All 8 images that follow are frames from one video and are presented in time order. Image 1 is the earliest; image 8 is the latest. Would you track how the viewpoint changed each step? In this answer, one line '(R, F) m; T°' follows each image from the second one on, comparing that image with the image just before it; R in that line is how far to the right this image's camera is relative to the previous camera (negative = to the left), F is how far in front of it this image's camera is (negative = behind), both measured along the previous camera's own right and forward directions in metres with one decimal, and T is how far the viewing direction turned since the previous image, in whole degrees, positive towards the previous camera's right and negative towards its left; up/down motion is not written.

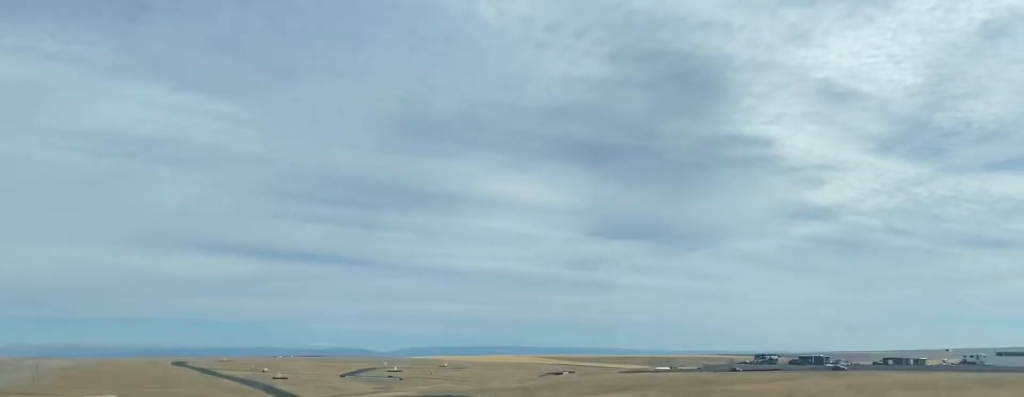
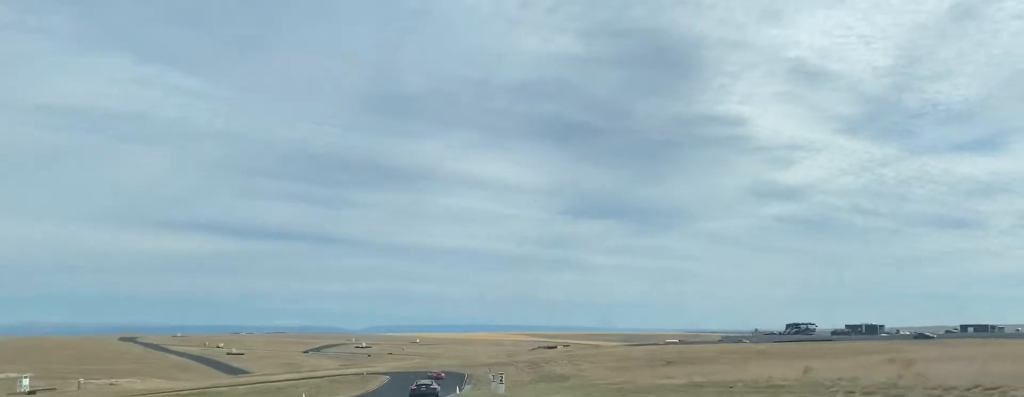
(+1.0, +49.3) m; +3°
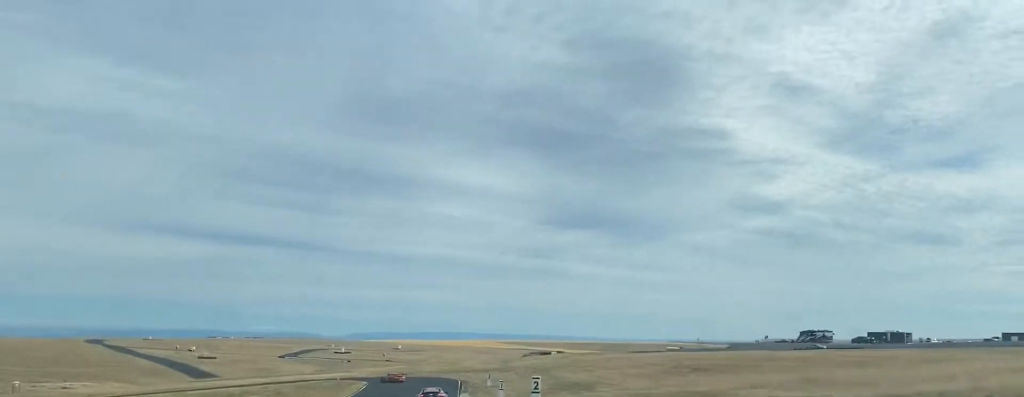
(+0.2, +21.1) m; +1°
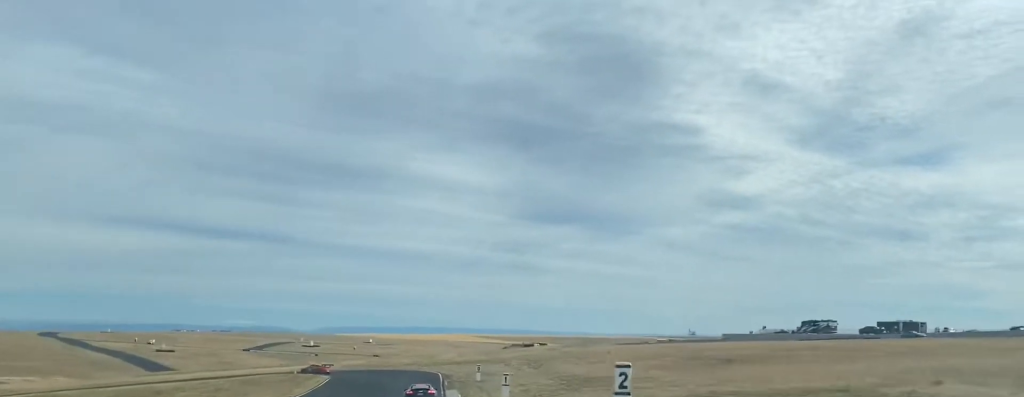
(+0.3, +18.9) m; +2°
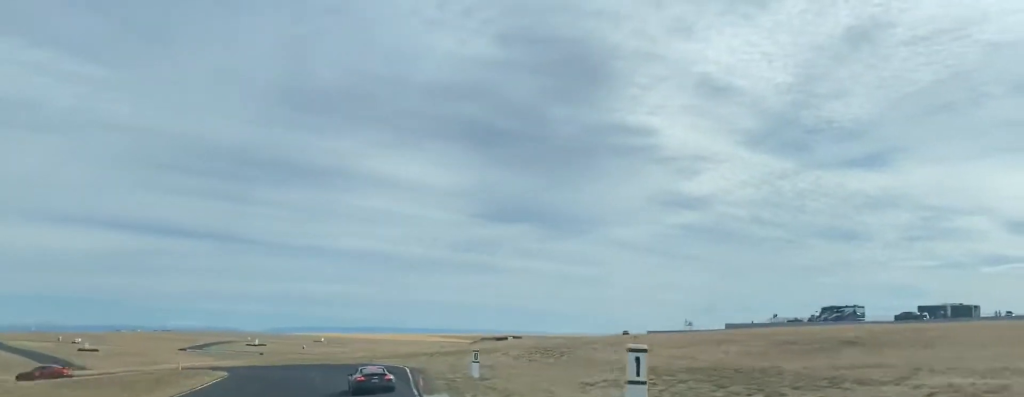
(+1.0, +34.1) m; +4°
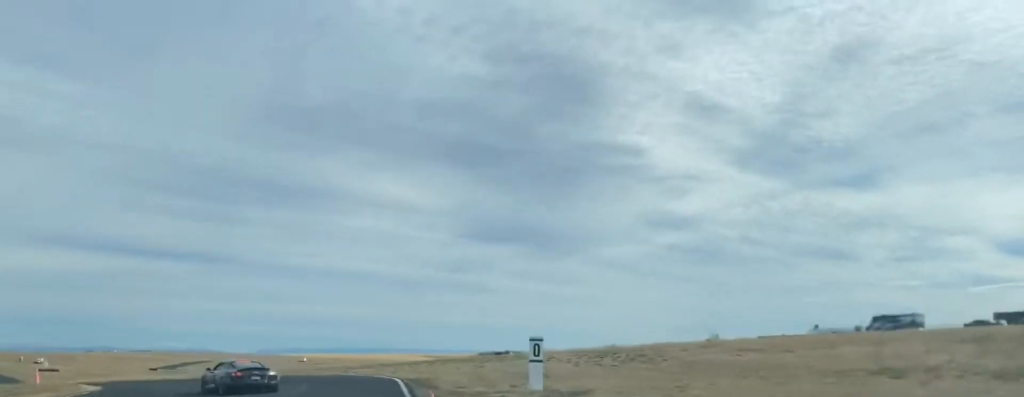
(+0.6, +23.0) m; 0°
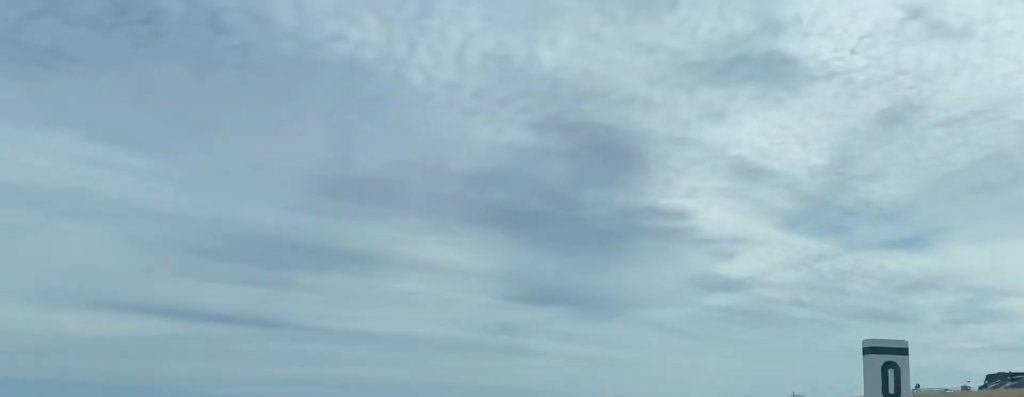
(+1.2, +18.2) m; -2°
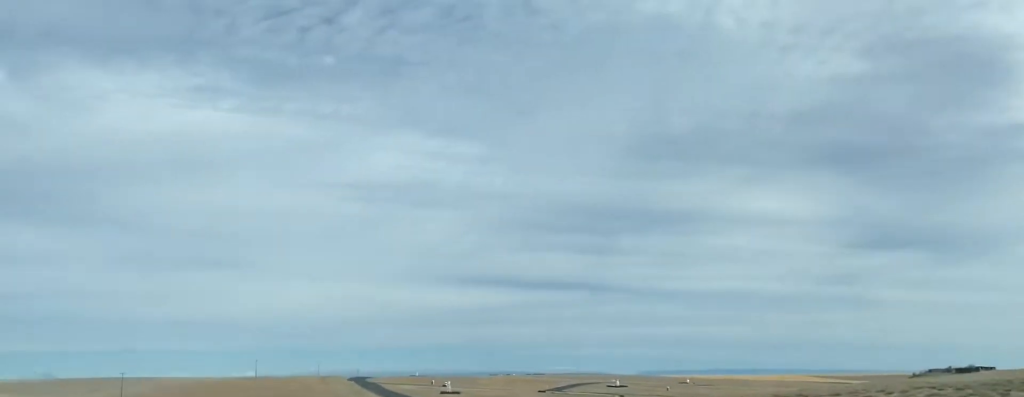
(-2.7, +22.1) m; -33°
